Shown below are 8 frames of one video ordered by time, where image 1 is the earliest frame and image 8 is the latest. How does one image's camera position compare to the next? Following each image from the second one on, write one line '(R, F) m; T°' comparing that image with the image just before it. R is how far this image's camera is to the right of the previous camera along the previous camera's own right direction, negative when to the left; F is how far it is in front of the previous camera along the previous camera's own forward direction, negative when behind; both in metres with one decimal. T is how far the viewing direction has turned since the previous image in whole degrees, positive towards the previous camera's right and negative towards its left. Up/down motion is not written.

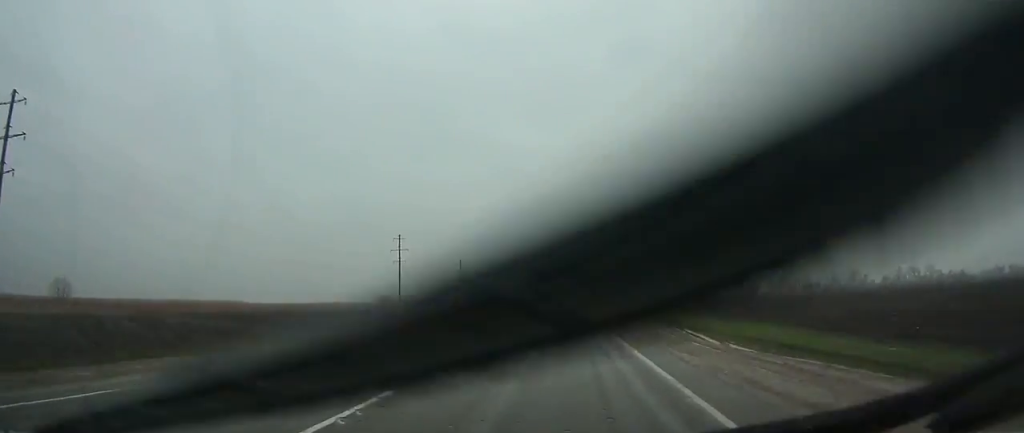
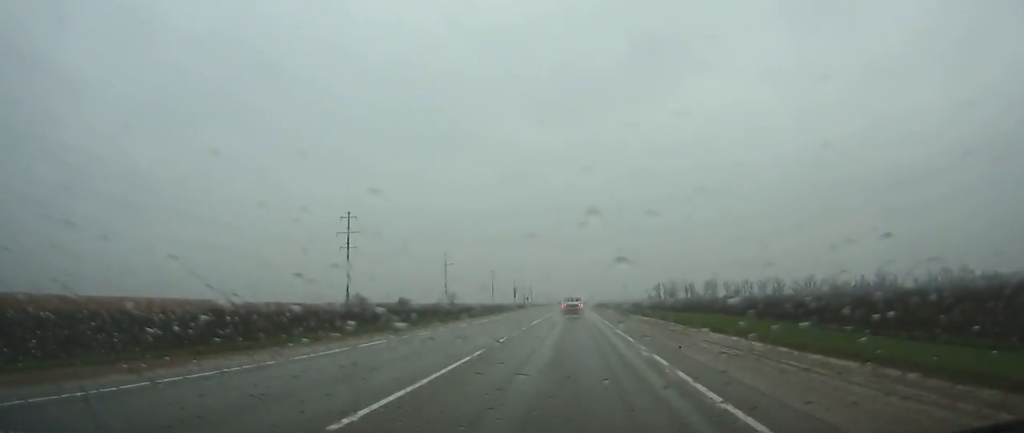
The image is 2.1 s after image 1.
(-0.1, +41.2) m; 0°
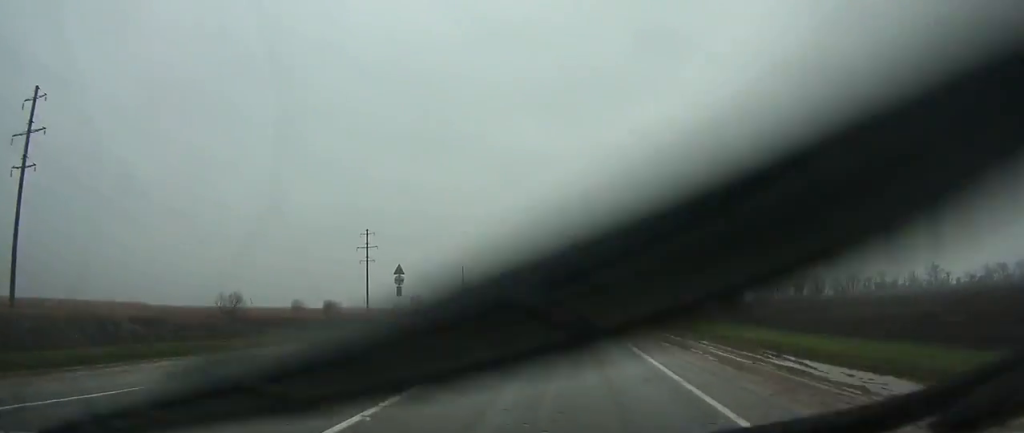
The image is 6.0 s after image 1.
(0.0, +77.0) m; 0°
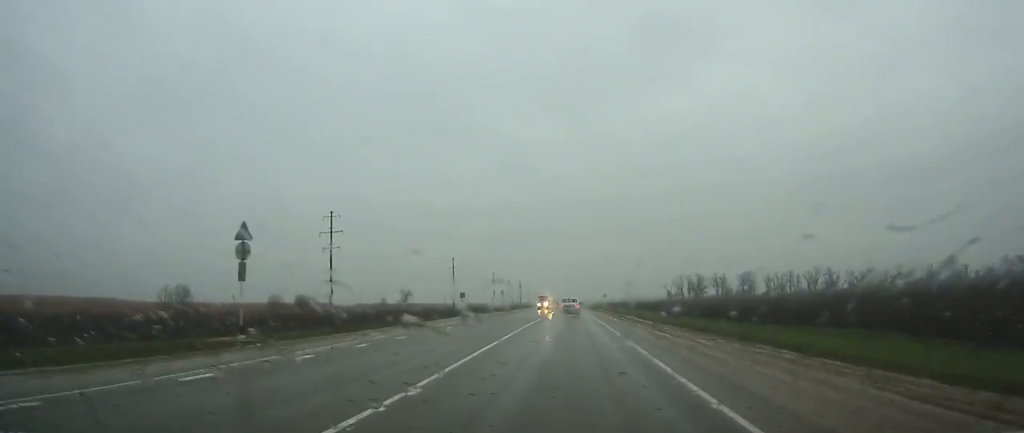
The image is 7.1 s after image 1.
(0.0, +20.7) m; 0°
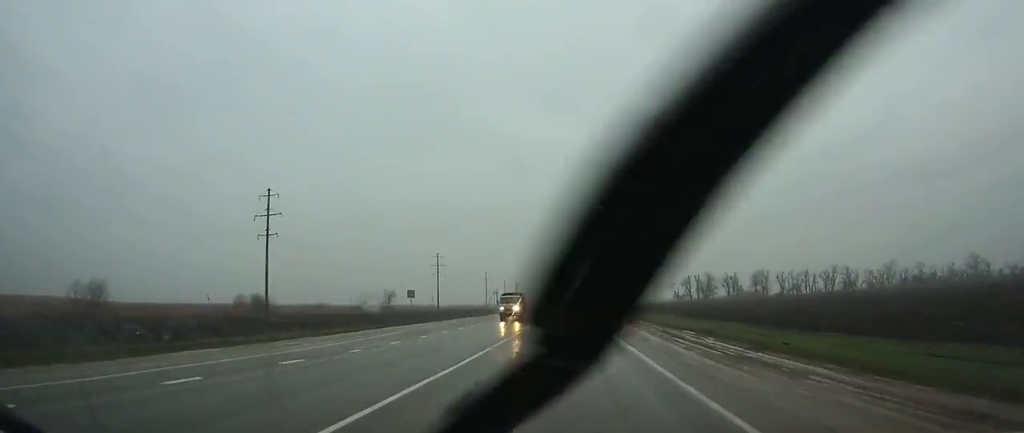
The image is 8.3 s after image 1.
(0.0, +24.5) m; 0°
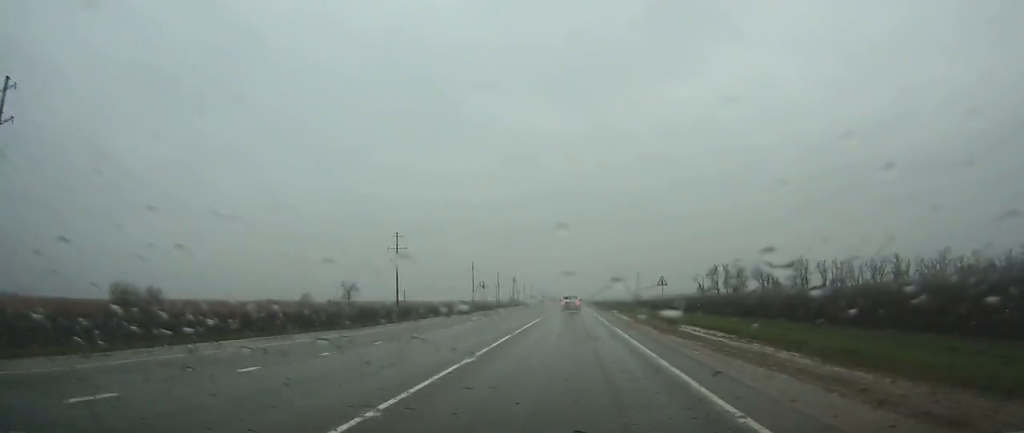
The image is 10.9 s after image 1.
(0.0, +50.3) m; 0°
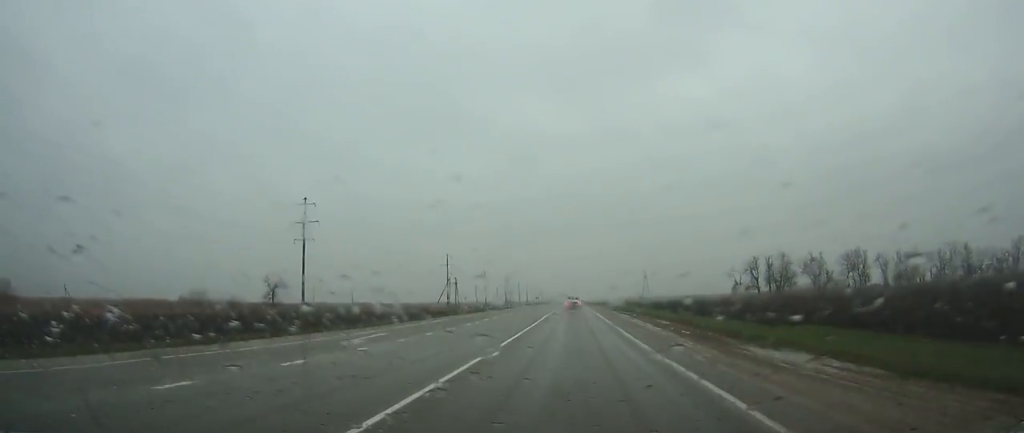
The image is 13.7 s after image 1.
(-0.1, +54.3) m; 0°
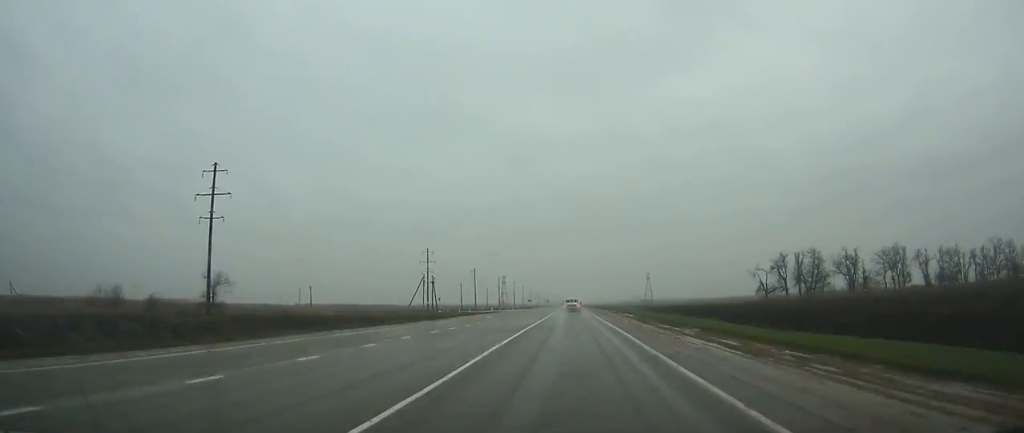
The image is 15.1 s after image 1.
(-0.1, +27.2) m; 0°
